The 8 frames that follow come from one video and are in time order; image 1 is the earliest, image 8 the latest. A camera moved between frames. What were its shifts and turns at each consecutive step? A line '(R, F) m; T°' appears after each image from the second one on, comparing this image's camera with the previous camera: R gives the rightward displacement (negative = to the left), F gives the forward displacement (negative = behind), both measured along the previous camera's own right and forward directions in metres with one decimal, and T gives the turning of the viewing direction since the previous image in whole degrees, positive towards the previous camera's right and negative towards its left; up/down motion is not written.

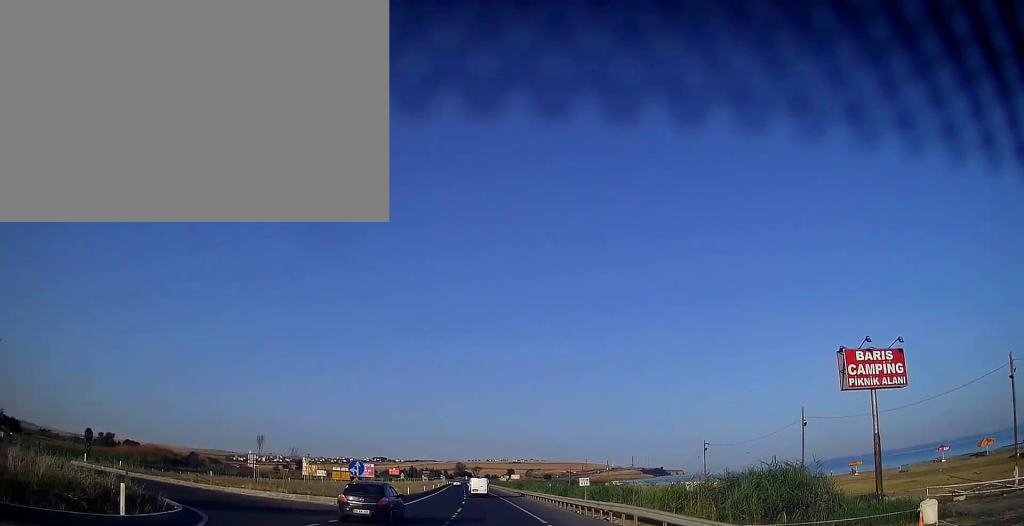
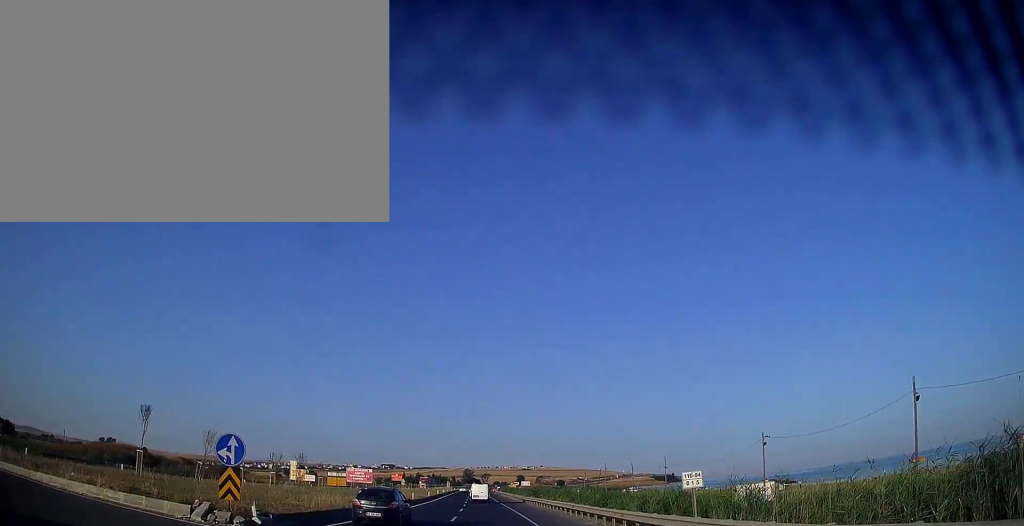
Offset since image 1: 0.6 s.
(-0.2, +17.5) m; -1°
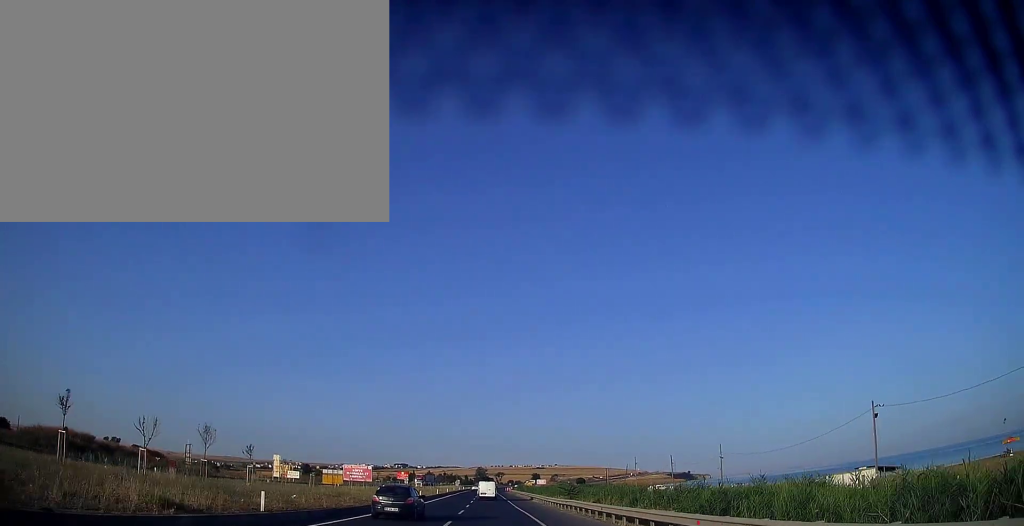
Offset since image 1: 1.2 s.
(-0.1, +18.4) m; -1°
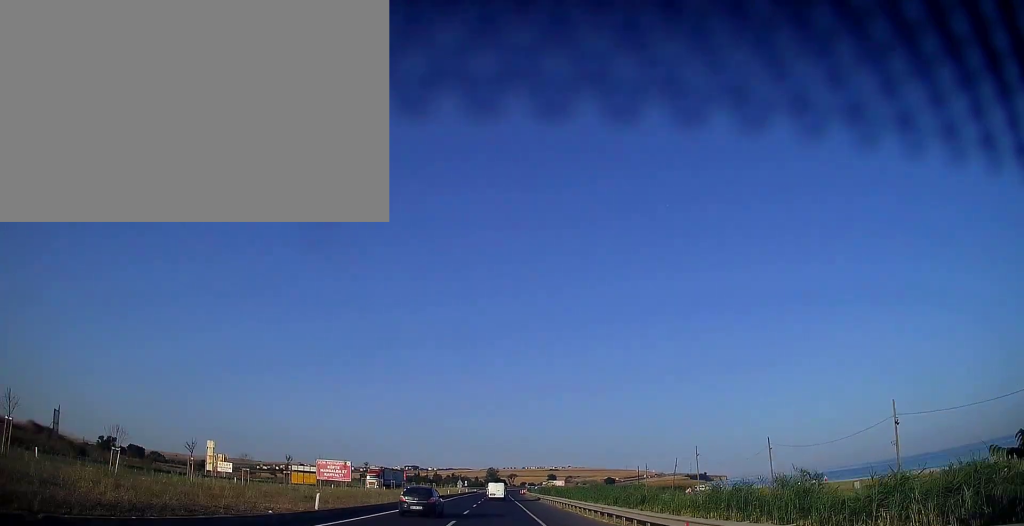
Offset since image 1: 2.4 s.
(-0.8, +34.9) m; -2°
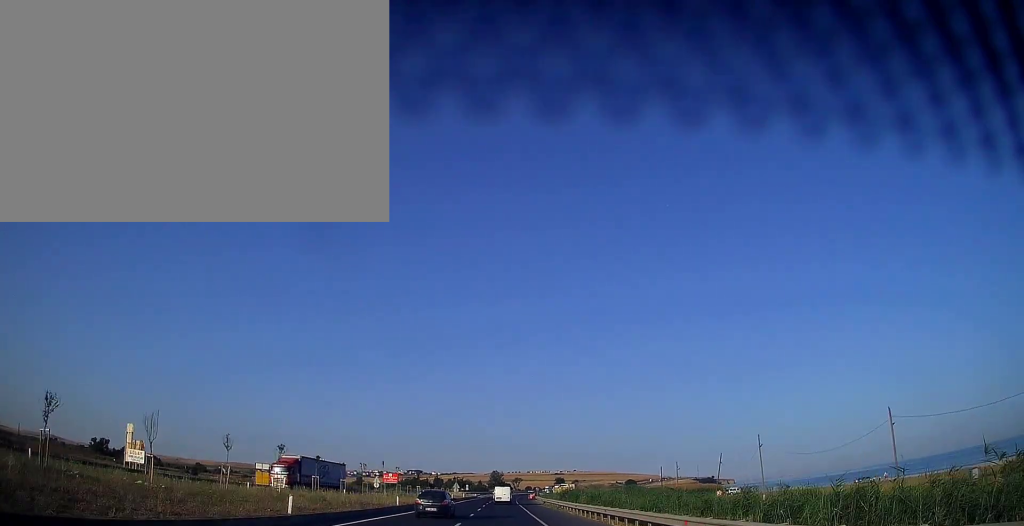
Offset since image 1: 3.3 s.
(-0.2, +24.3) m; 0°
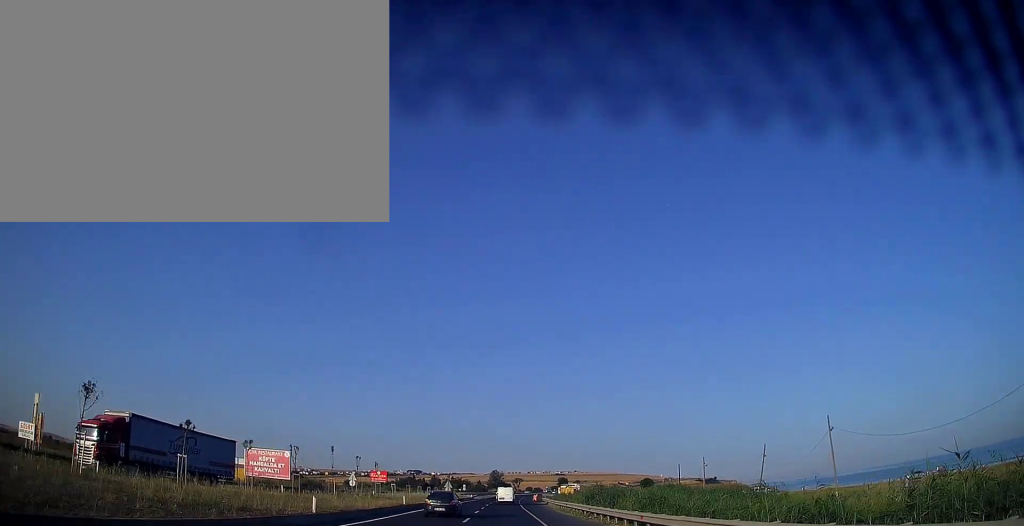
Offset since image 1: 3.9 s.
(0.0, +17.6) m; 0°
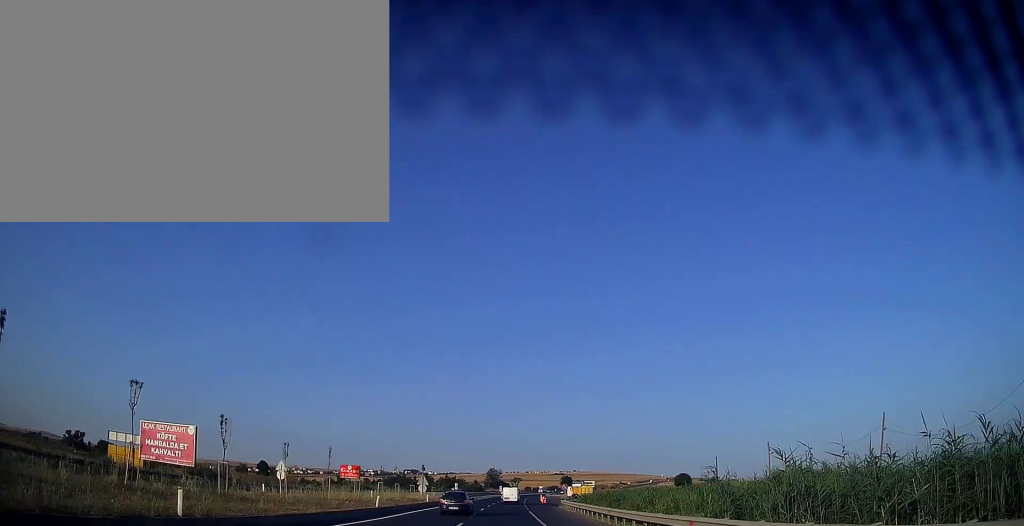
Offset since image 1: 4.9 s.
(0.0, +29.3) m; +1°
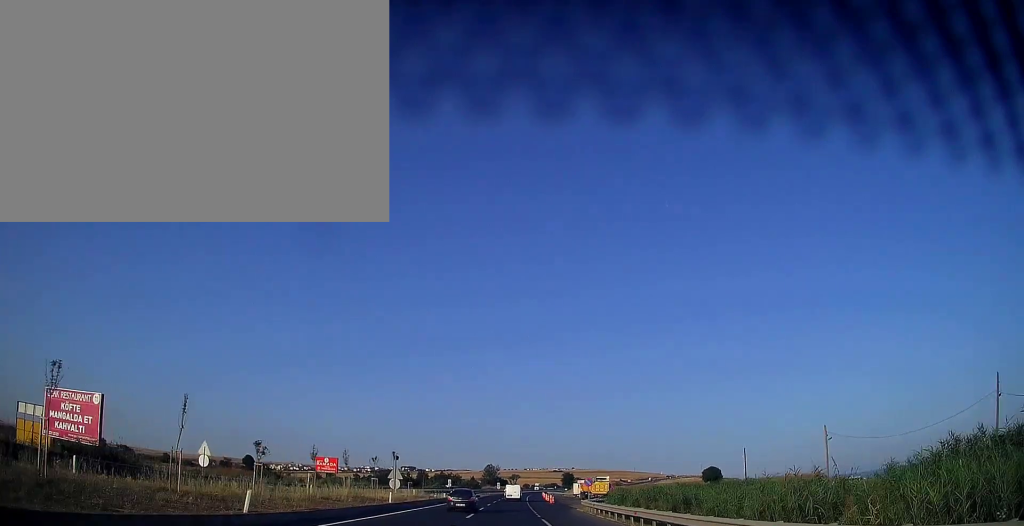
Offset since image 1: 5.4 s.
(+0.1, +16.6) m; +1°
